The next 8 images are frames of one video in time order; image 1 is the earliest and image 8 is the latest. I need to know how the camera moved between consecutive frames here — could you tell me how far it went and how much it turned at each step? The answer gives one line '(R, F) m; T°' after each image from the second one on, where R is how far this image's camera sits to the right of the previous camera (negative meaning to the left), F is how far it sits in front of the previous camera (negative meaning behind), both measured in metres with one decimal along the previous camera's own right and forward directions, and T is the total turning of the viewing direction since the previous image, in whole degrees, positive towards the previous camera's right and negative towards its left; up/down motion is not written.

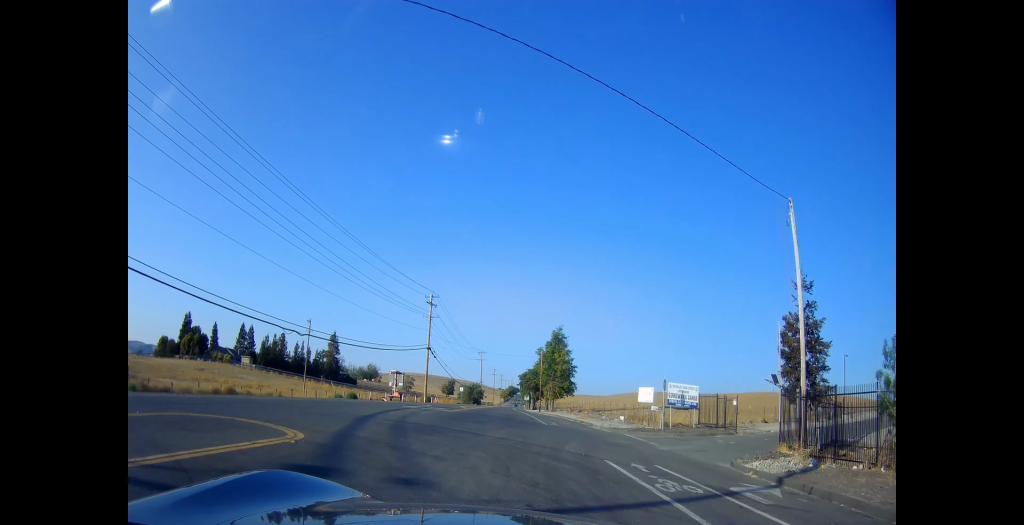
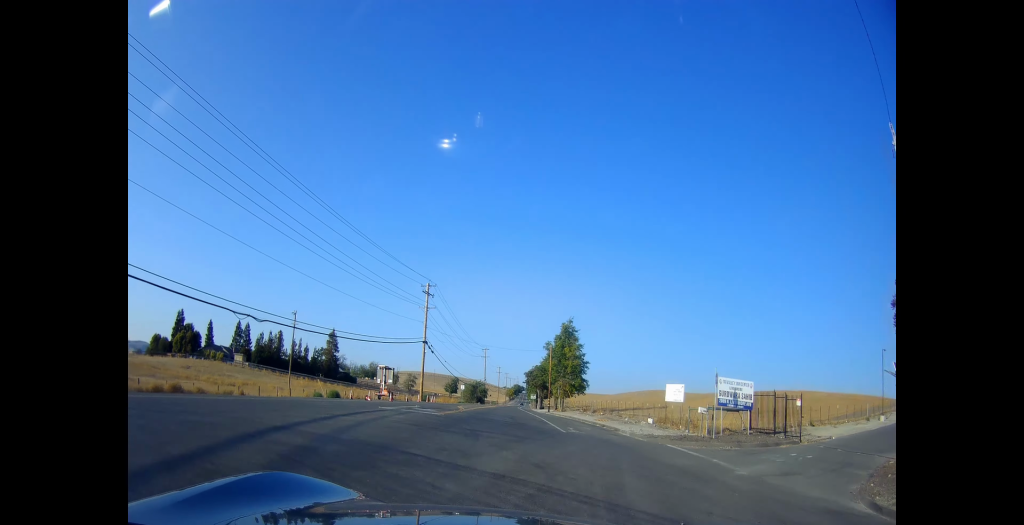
(-0.3, +7.6) m; -1°
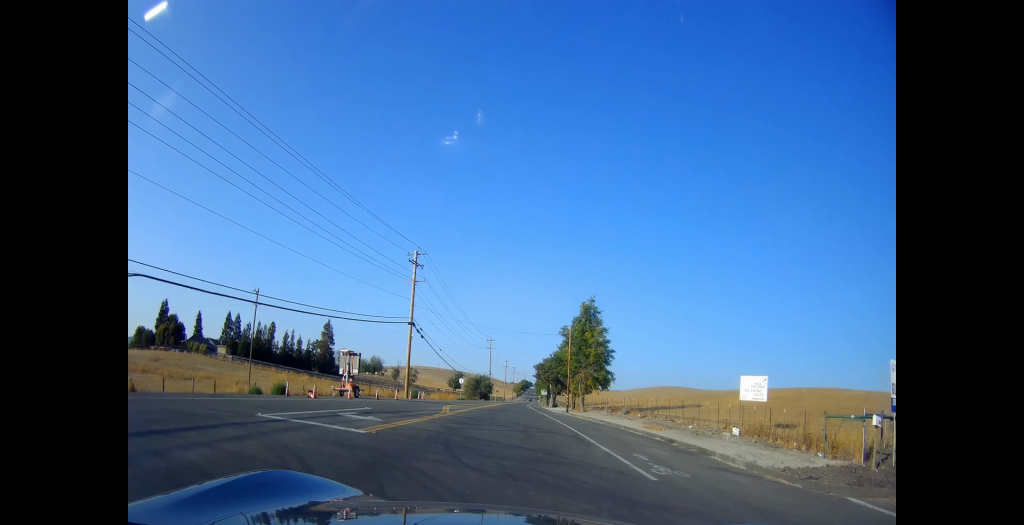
(-0.8, +13.9) m; -1°
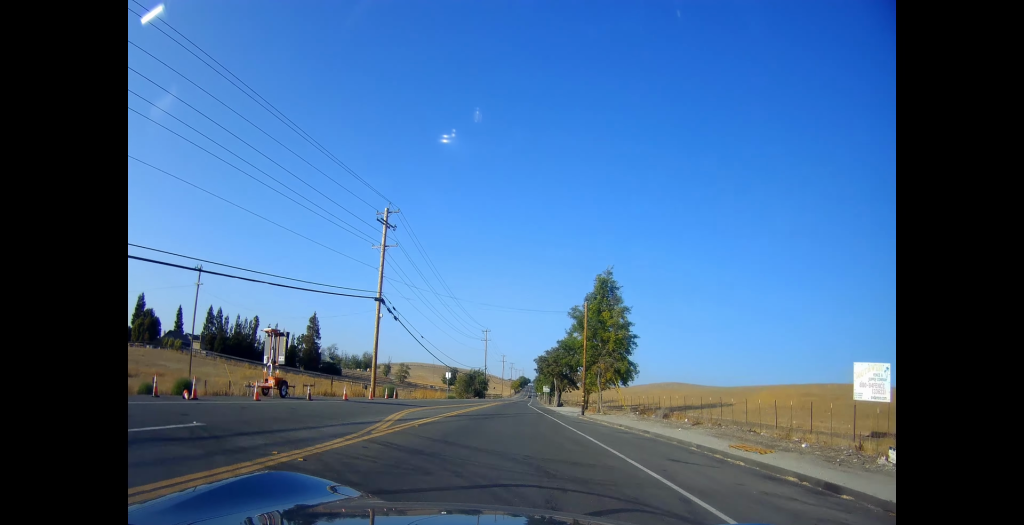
(+0.5, +12.6) m; +1°
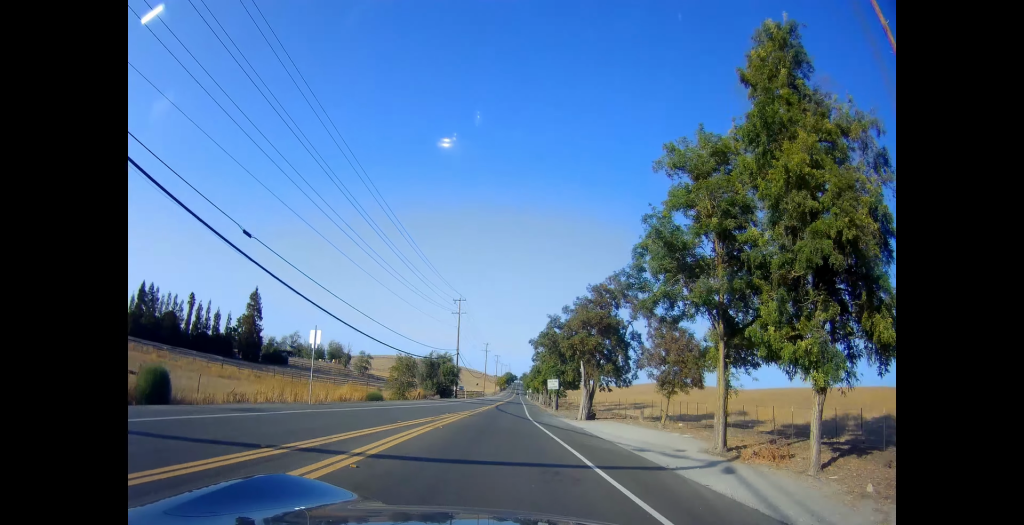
(+0.2, +37.5) m; +1°
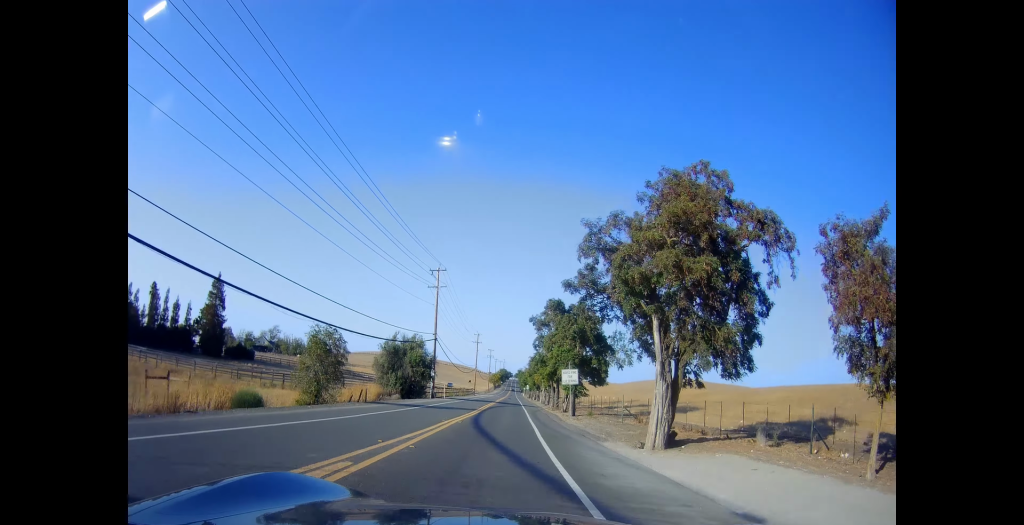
(0.0, +19.6) m; 0°
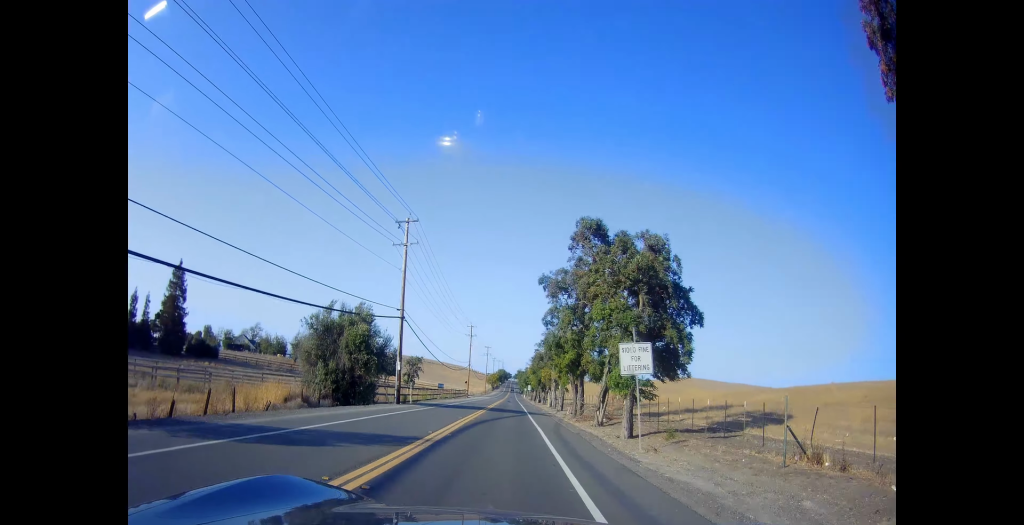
(-0.1, +19.2) m; 0°
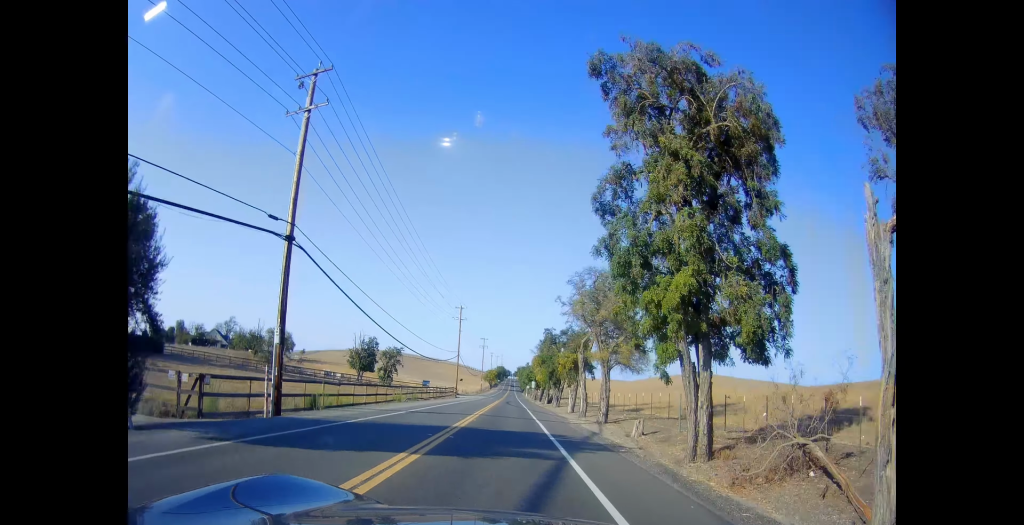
(0.0, +23.9) m; +2°
